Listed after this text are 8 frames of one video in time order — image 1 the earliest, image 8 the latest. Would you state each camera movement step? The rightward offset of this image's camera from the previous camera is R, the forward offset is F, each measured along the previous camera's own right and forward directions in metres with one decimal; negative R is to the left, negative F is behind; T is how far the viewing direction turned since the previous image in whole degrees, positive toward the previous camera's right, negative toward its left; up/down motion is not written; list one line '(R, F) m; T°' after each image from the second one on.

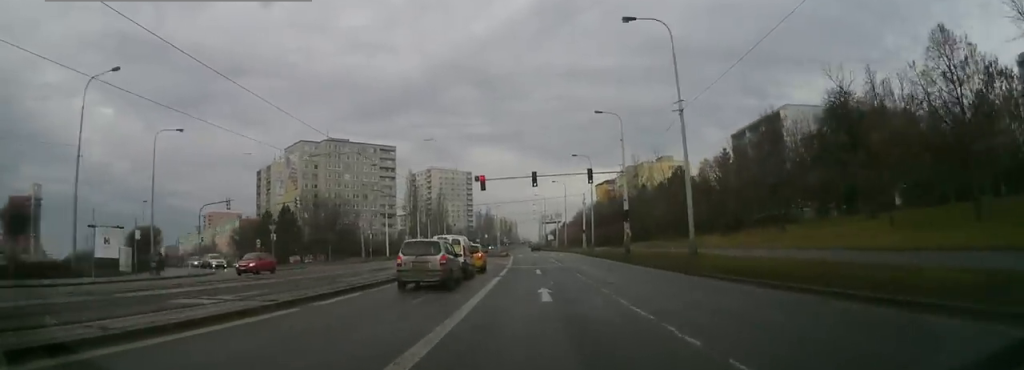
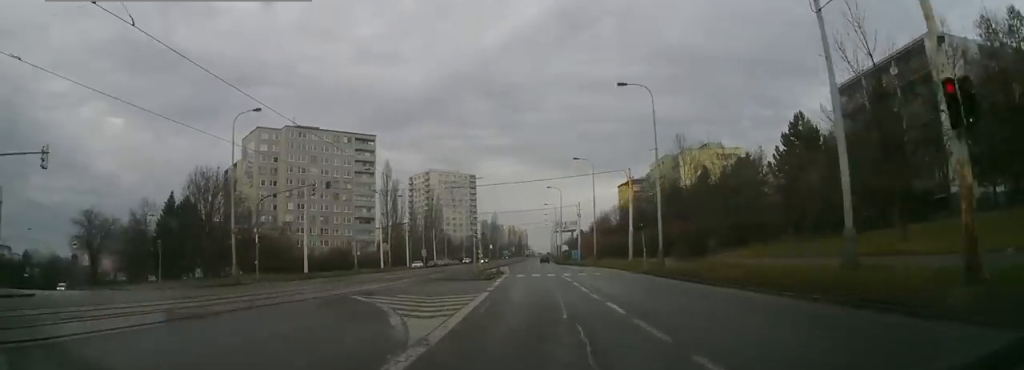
(-1.4, +39.6) m; -4°
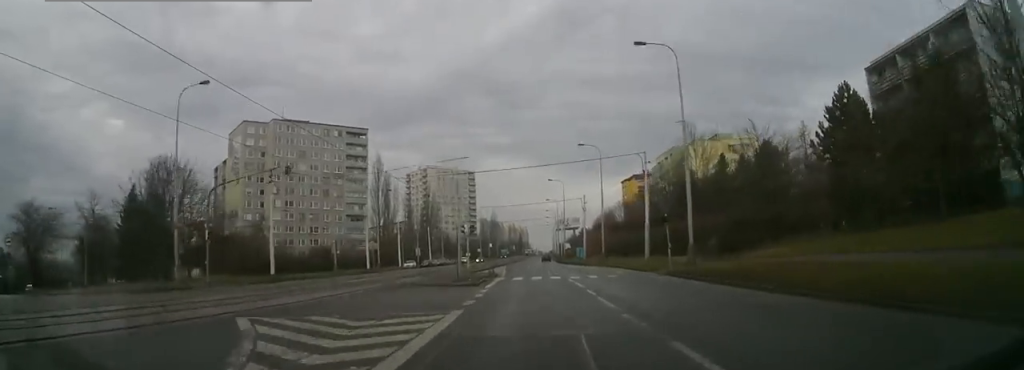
(-0.1, +8.5) m; 0°
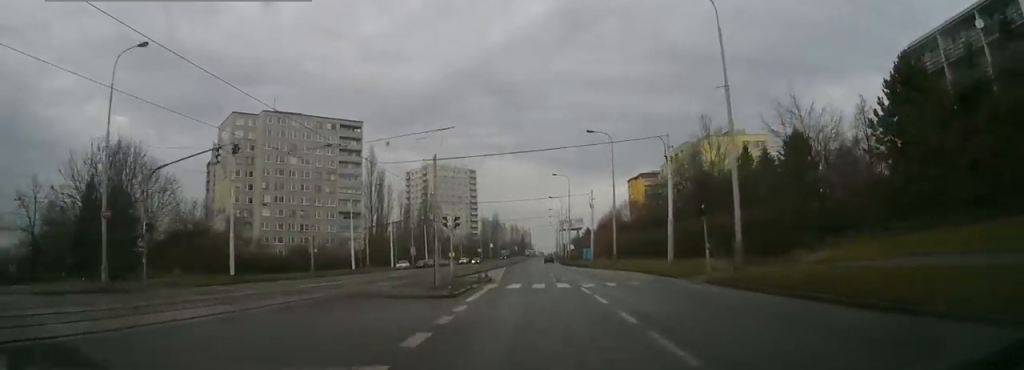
(+0.2, +7.1) m; +1°
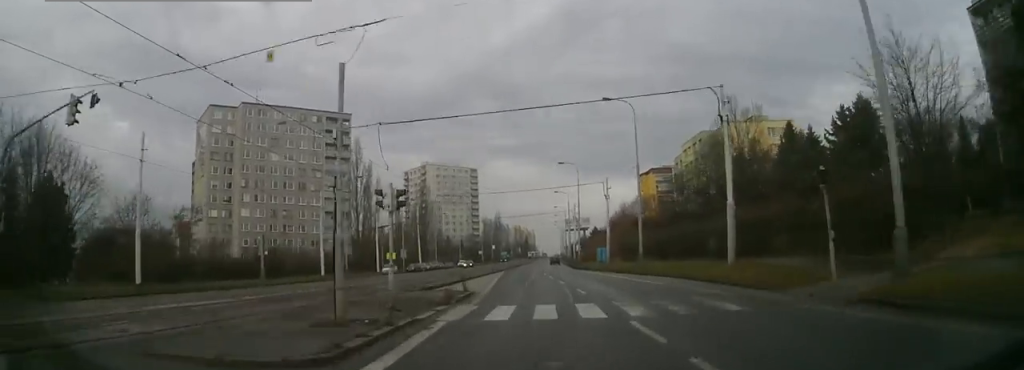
(+0.2, +12.3) m; +1°
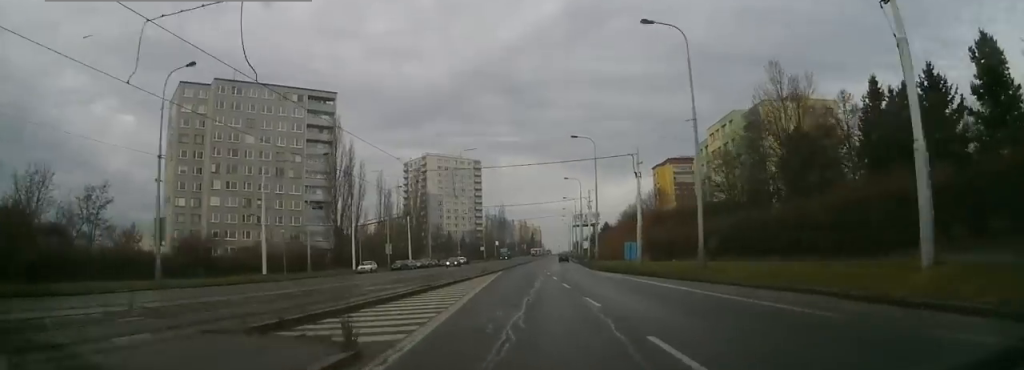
(0.0, +14.2) m; 0°
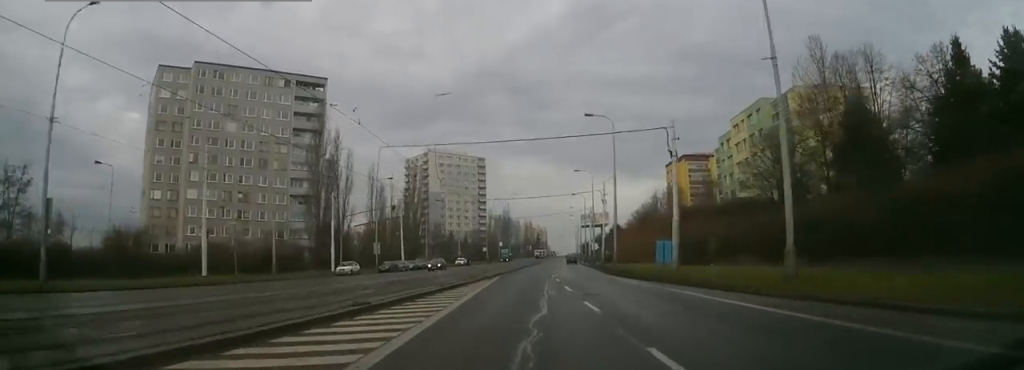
(0.0, +9.7) m; 0°
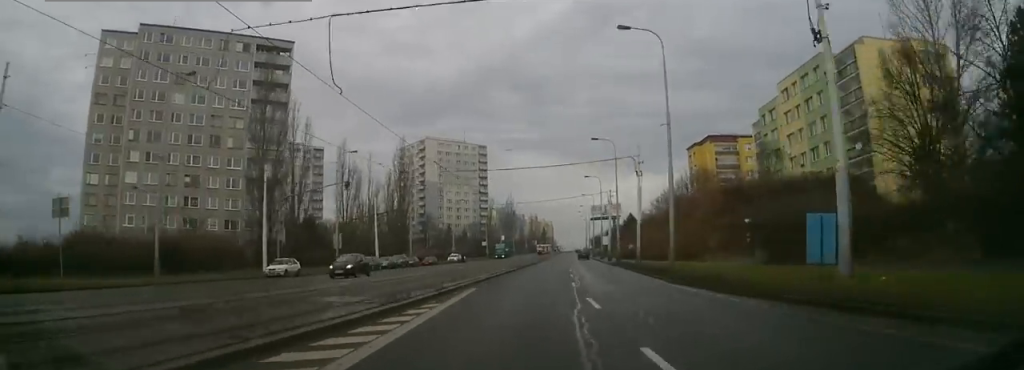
(0.0, +18.8) m; -2°
